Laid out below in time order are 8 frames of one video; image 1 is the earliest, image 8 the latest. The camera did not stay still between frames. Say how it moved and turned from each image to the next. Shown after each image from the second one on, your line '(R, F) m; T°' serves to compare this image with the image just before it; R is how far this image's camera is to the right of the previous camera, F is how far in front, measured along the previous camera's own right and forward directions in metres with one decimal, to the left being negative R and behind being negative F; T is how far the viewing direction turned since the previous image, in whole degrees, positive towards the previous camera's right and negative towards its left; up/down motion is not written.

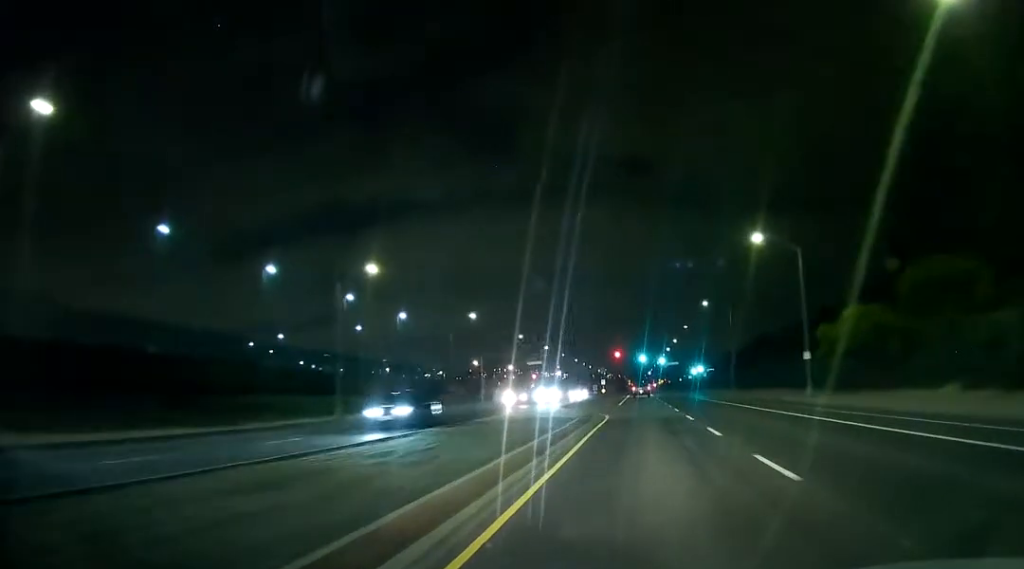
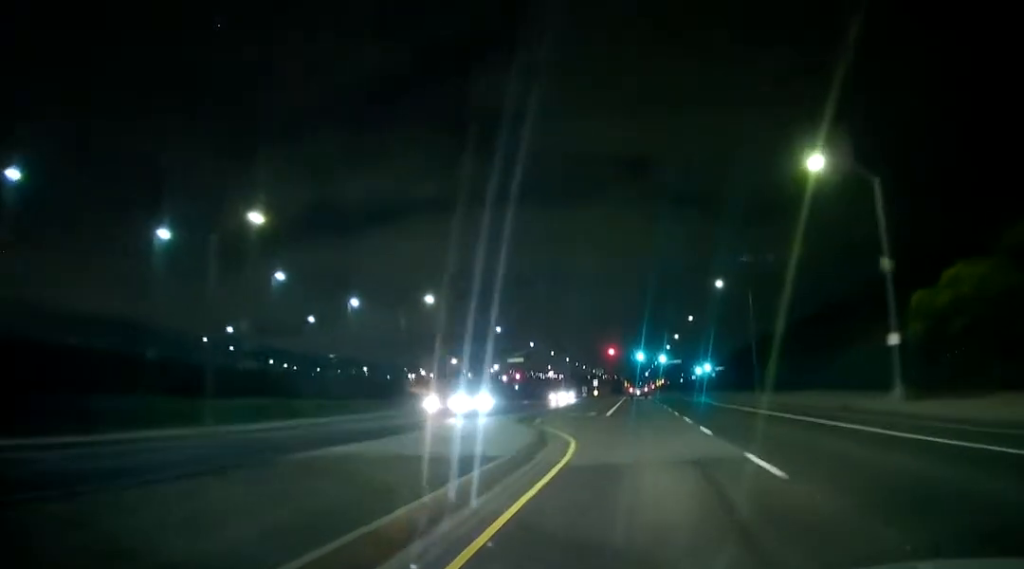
(-0.1, +16.8) m; 0°
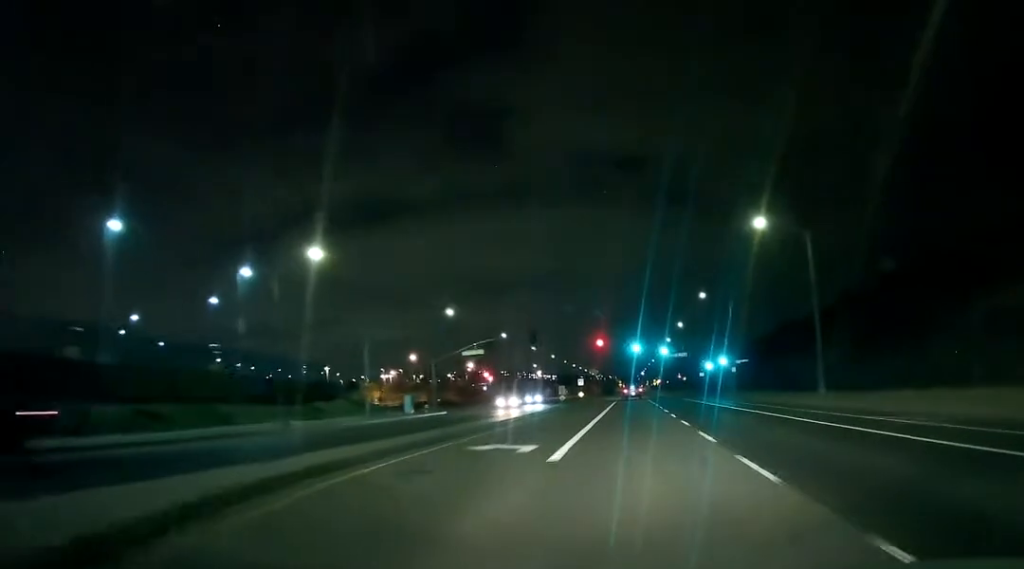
(+0.1, +23.0) m; 0°
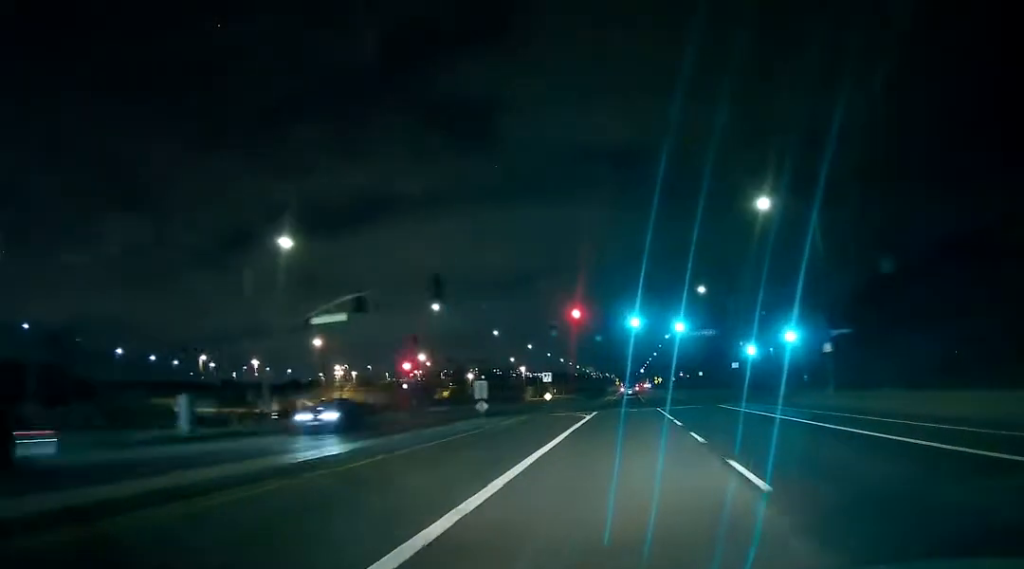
(-0.3, +37.0) m; -1°
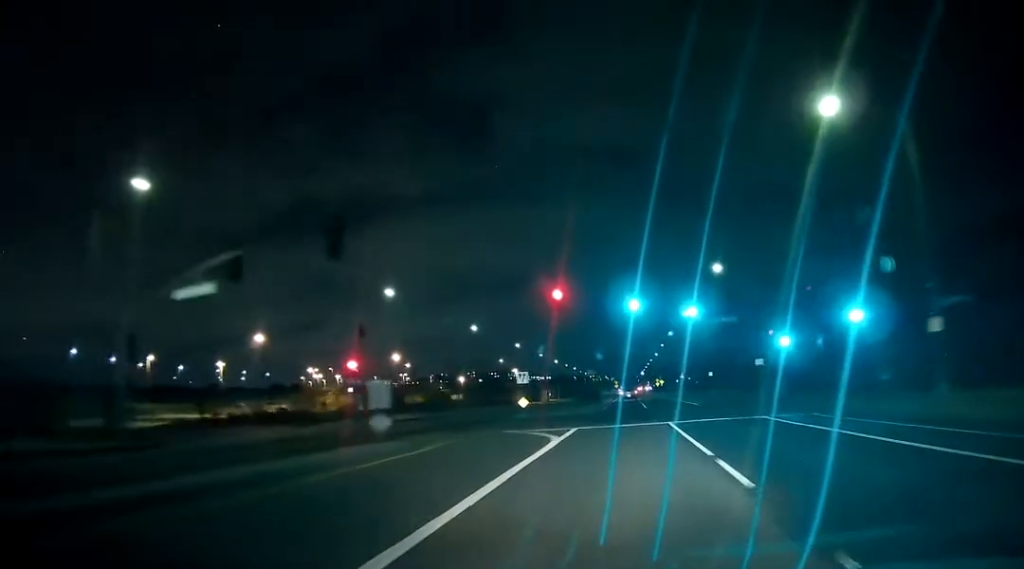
(0.0, +13.5) m; 0°
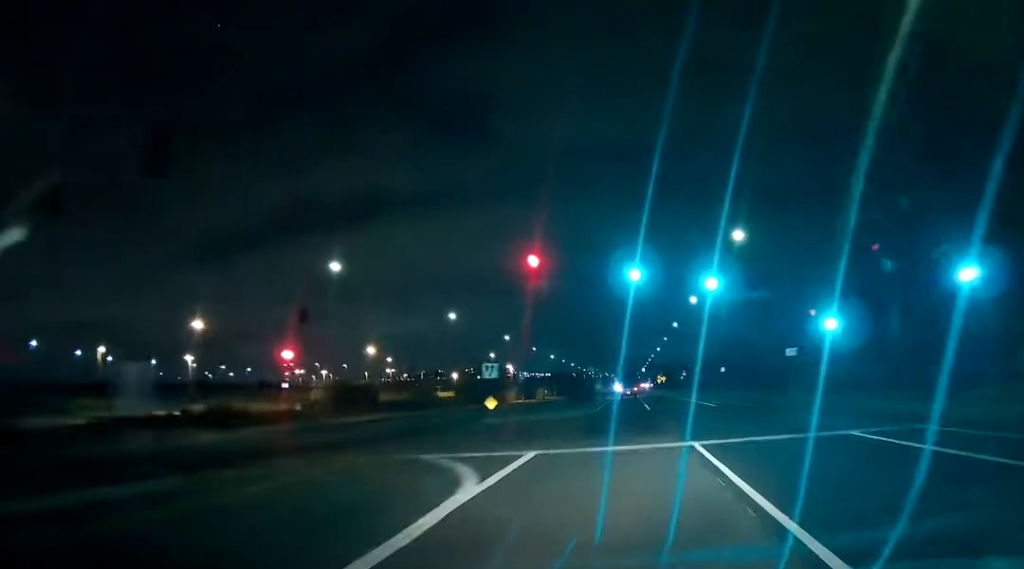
(0.0, +11.8) m; +1°
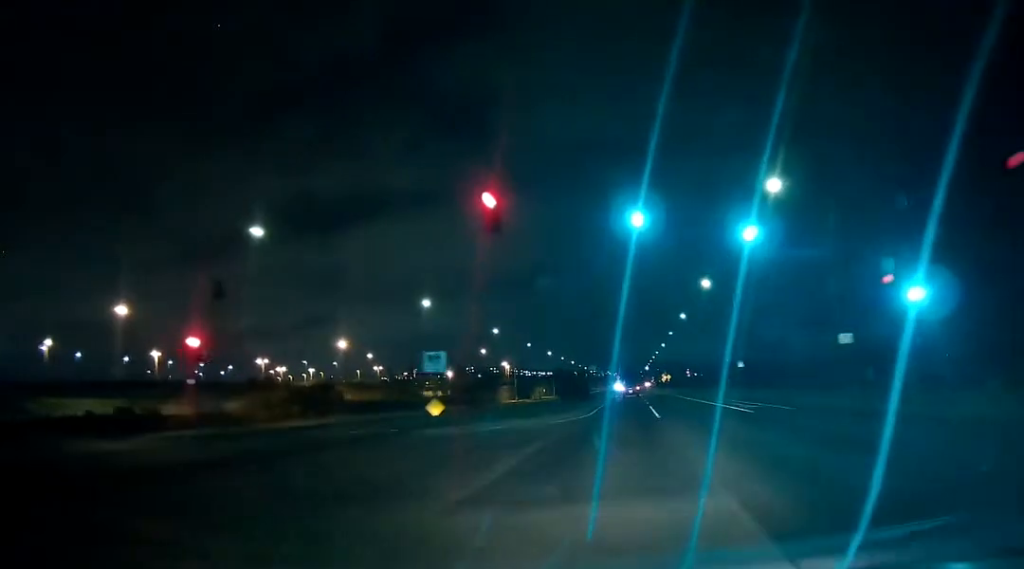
(-0.1, +11.0) m; +1°
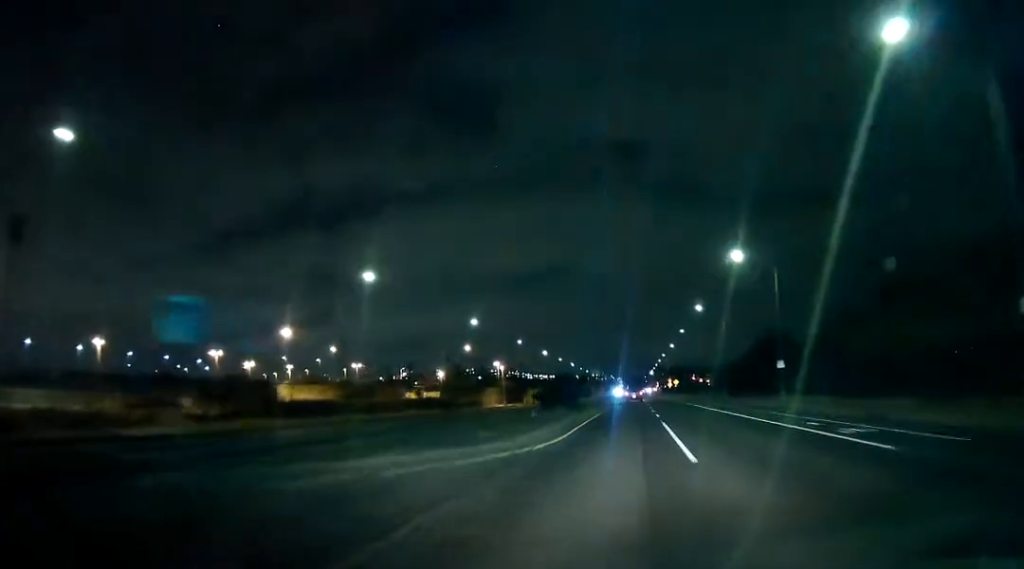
(+0.3, +17.1) m; 0°
